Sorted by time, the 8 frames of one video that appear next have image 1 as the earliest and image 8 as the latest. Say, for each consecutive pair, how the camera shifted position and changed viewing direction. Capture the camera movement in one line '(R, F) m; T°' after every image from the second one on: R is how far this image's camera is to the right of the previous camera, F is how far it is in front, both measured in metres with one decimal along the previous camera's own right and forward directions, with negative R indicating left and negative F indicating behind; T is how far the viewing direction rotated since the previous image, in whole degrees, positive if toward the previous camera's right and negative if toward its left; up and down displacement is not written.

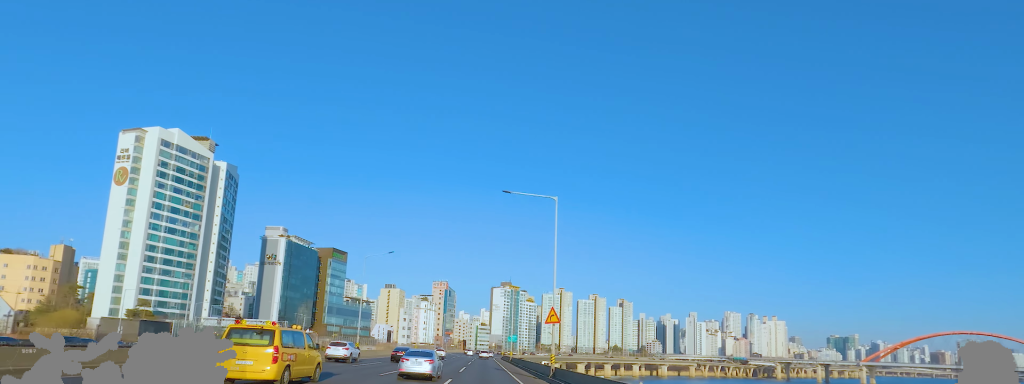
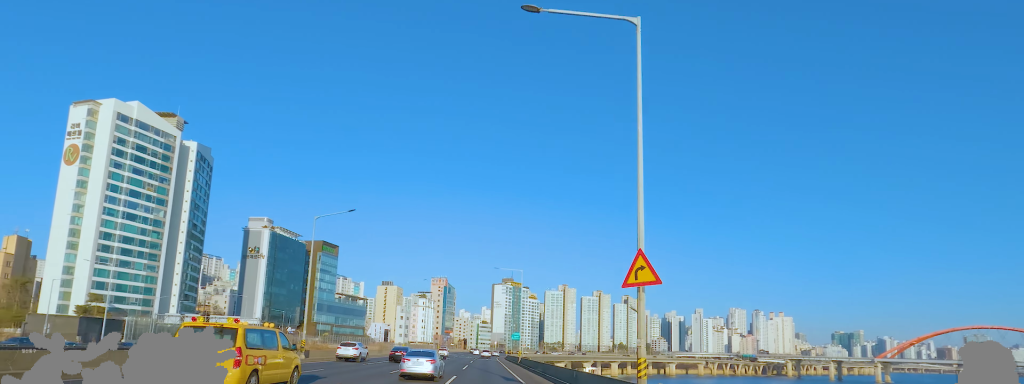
(0.0, +20.2) m; -1°
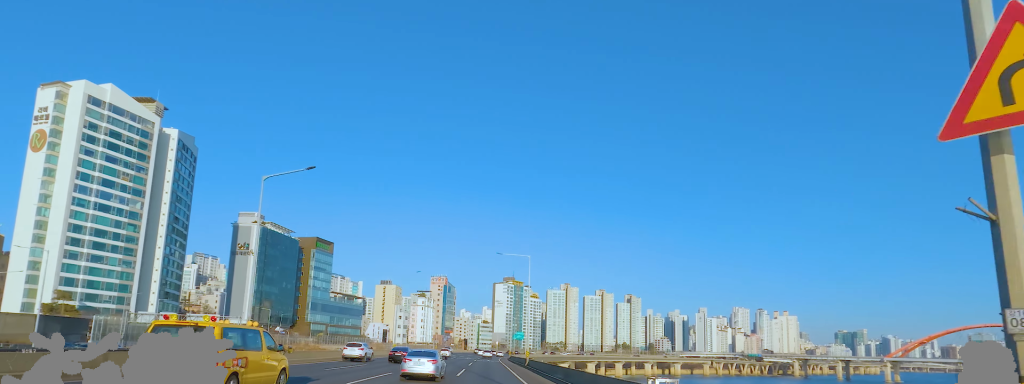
(-0.2, +10.8) m; 0°
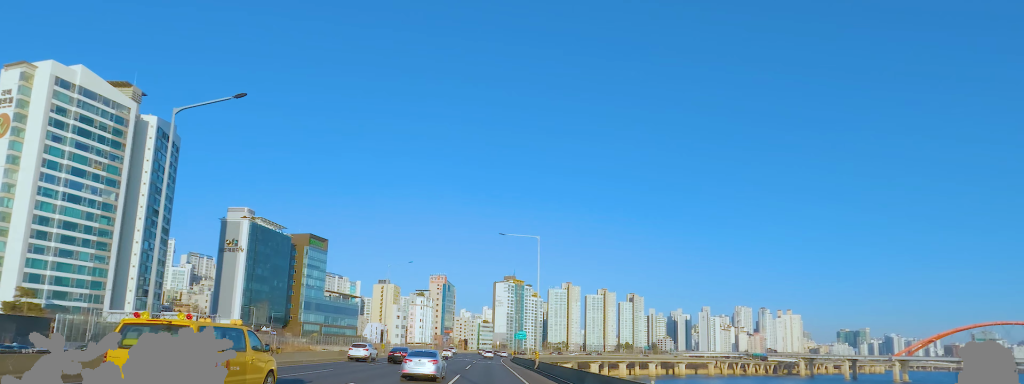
(-0.2, +9.9) m; 0°
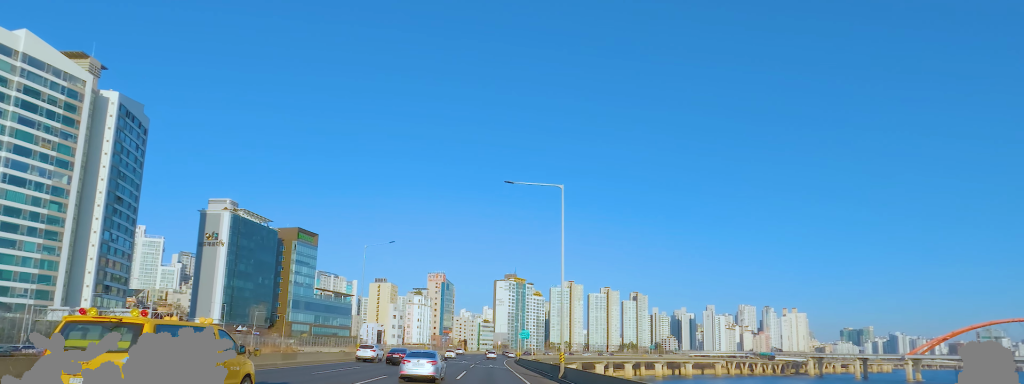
(+0.3, +14.4) m; +1°
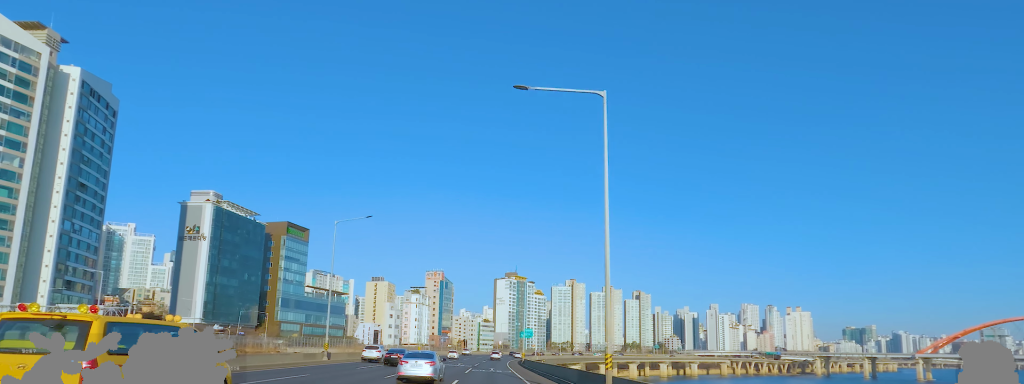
(+0.1, +11.2) m; +1°
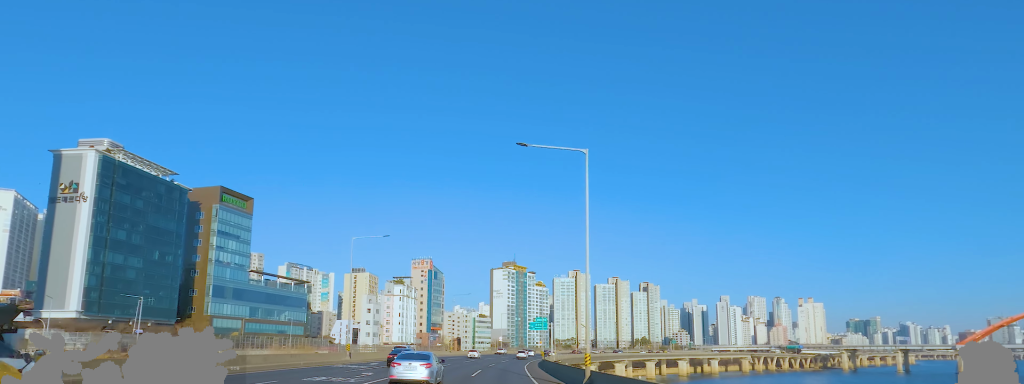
(+1.3, +44.9) m; +2°
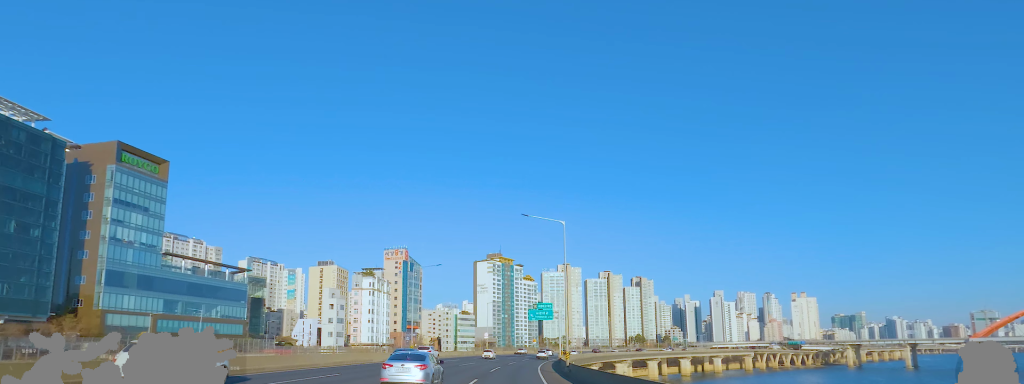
(+1.0, +33.9) m; +1°
